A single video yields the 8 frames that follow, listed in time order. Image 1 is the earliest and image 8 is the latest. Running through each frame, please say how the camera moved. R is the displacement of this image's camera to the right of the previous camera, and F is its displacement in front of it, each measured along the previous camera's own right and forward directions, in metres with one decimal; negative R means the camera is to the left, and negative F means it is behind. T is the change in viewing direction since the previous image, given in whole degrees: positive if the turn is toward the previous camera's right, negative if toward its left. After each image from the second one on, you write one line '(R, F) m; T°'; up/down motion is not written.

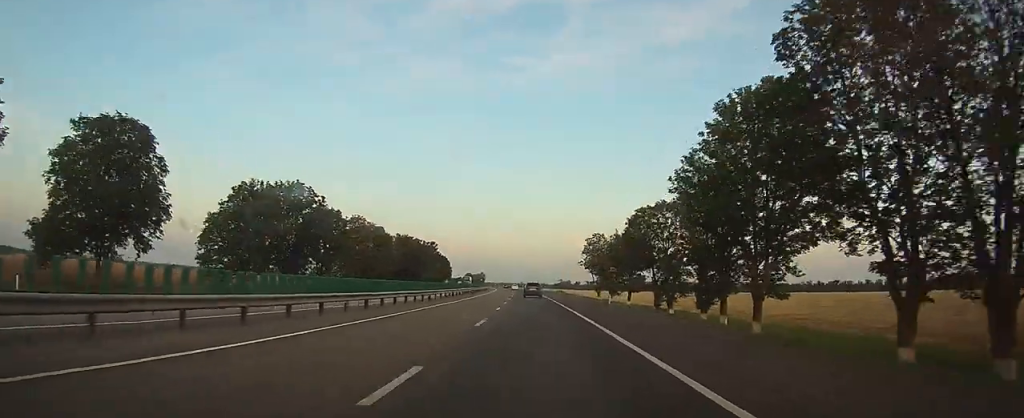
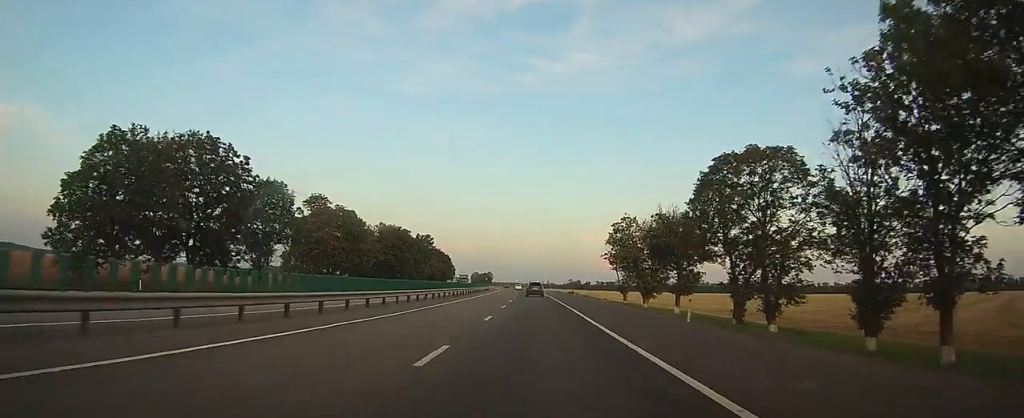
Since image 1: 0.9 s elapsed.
(-0.2, +21.1) m; -1°
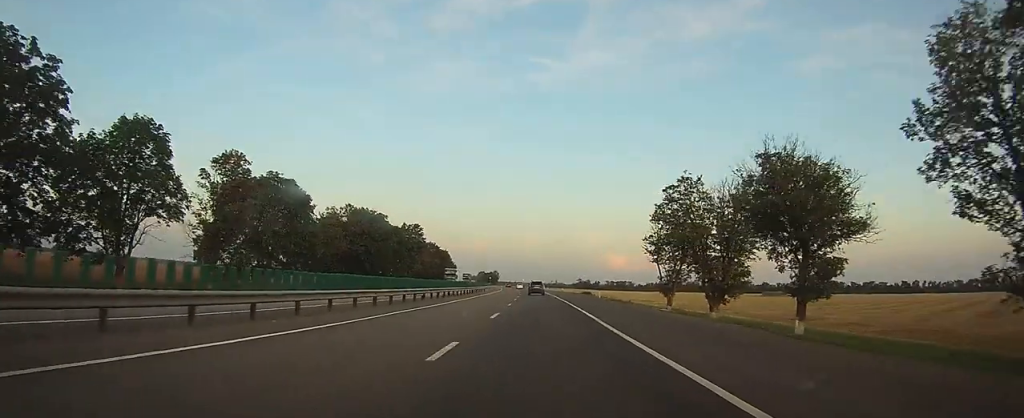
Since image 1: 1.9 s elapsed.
(-0.1, +23.5) m; -1°
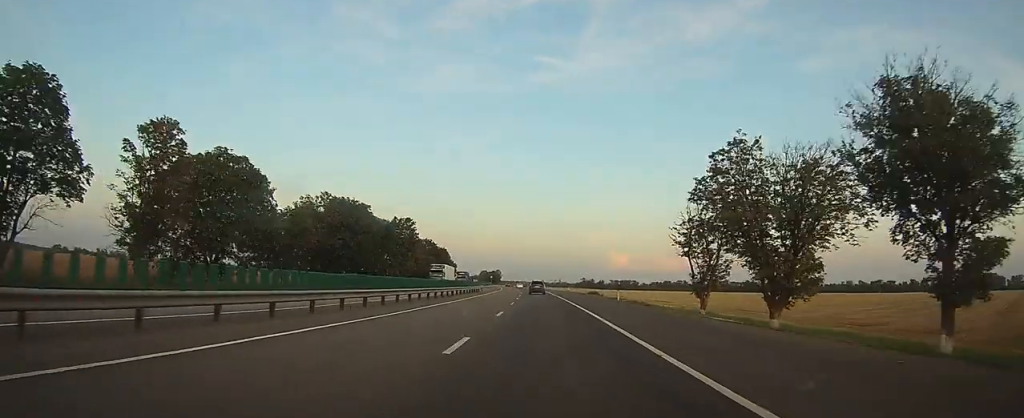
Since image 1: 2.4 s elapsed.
(0.0, +11.0) m; 0°
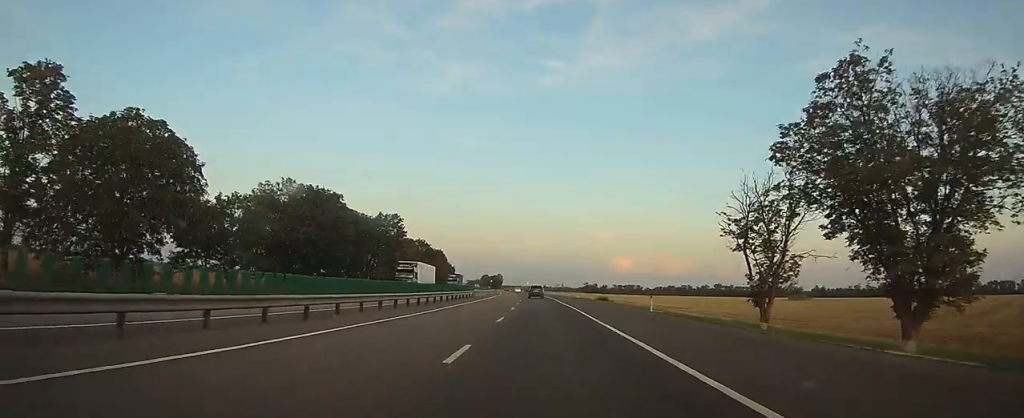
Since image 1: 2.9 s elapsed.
(-0.1, +12.6) m; 0°
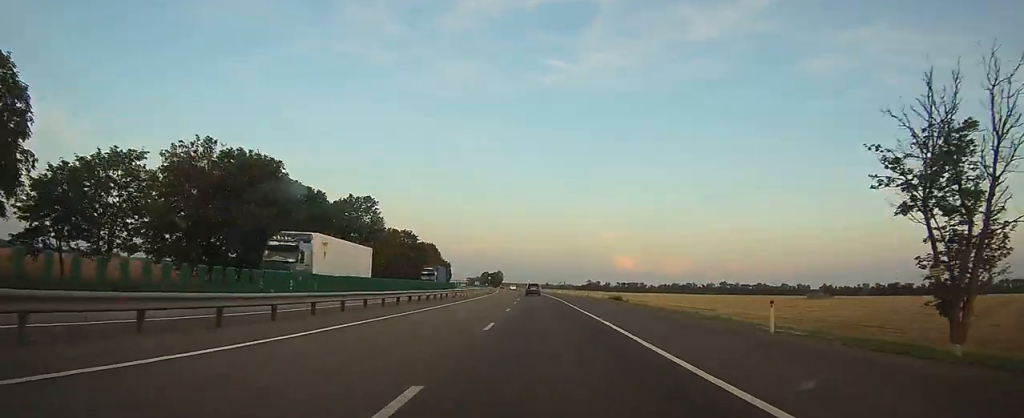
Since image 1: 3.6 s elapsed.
(-0.1, +17.3) m; 0°
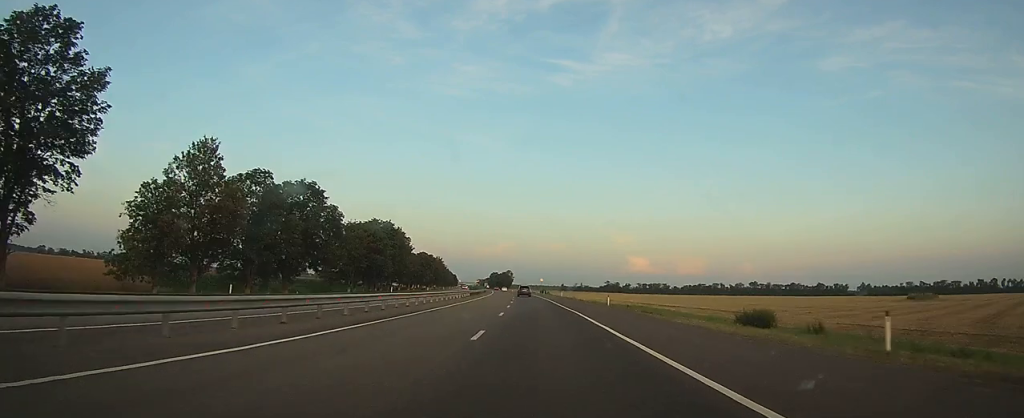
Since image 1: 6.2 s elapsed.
(-0.7, +62.0) m; -1°
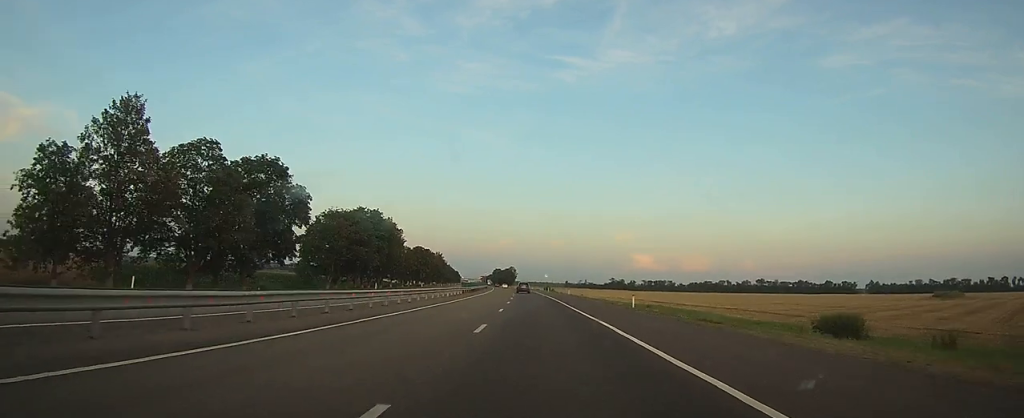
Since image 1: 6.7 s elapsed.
(0.0, +11.2) m; 0°
